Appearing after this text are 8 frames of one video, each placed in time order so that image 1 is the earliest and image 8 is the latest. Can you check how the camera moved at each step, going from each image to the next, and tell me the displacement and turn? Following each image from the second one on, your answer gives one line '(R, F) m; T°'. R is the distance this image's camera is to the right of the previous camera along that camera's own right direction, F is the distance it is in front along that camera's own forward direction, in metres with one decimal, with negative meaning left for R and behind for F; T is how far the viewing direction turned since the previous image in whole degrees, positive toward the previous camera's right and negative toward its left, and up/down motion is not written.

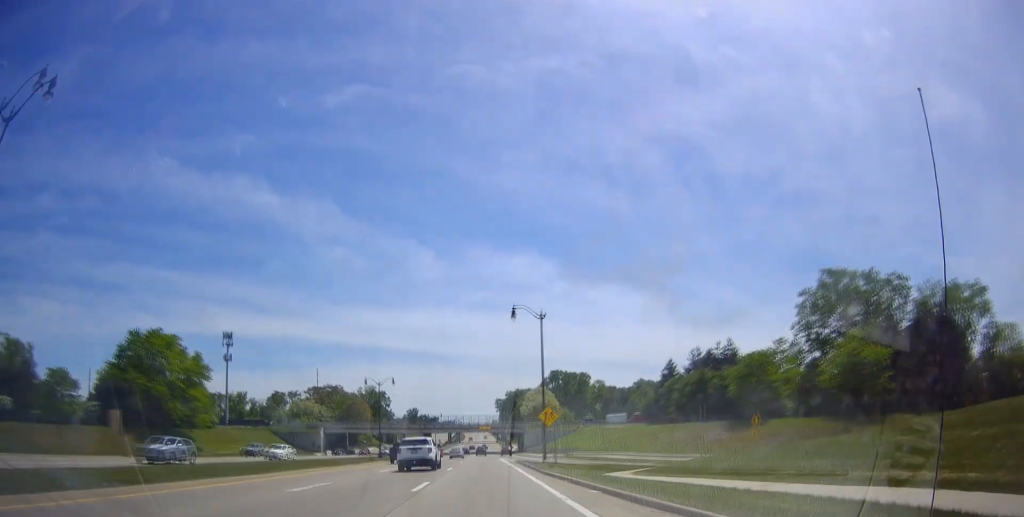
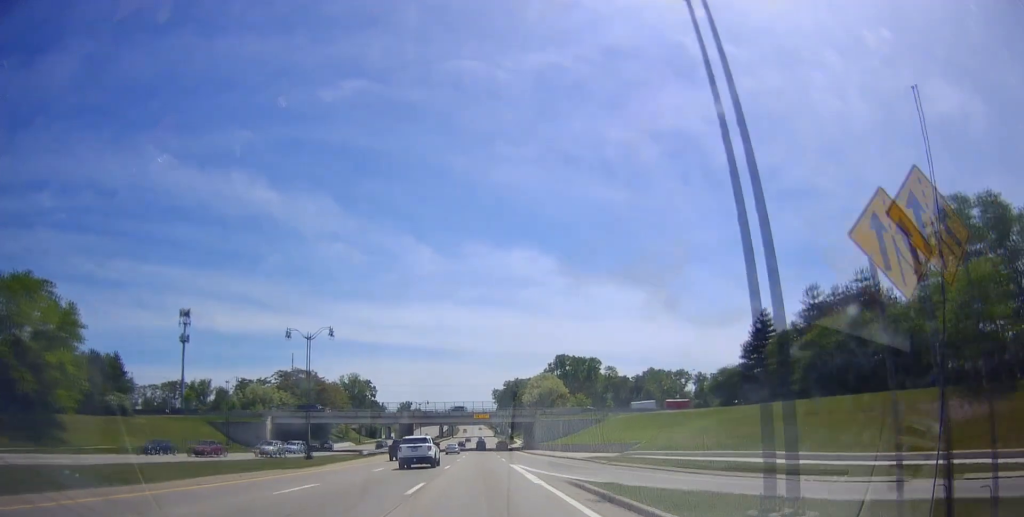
(+0.1, +32.9) m; +1°
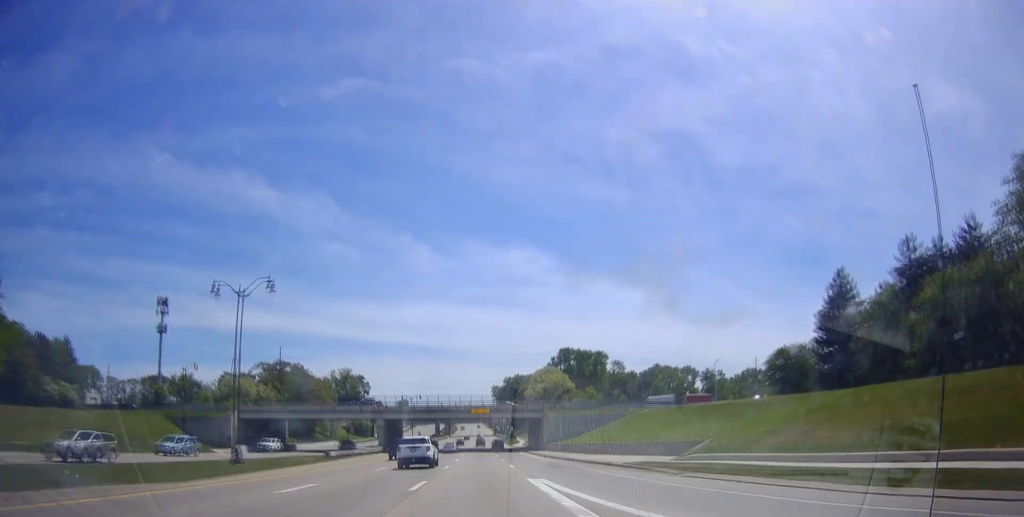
(+0.3, +15.0) m; +1°
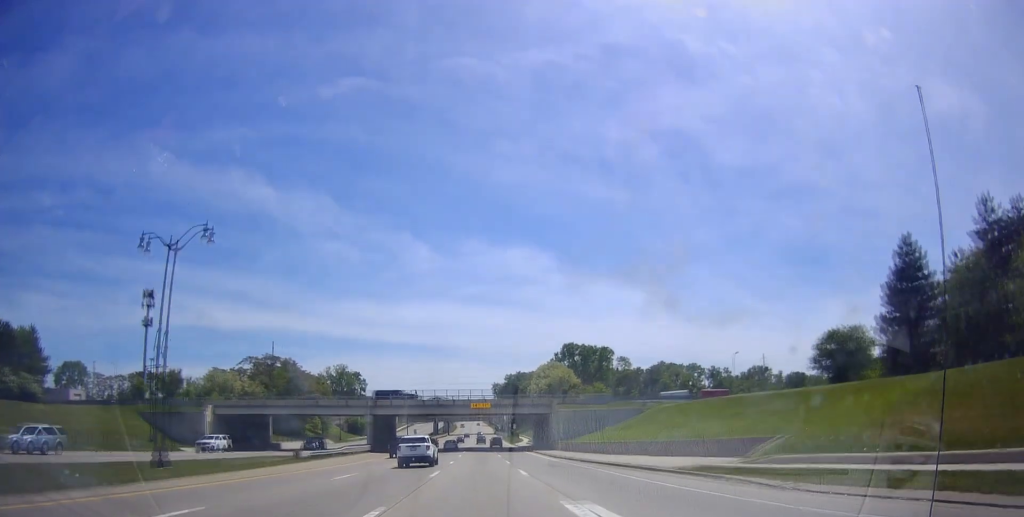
(-0.2, +9.3) m; 0°
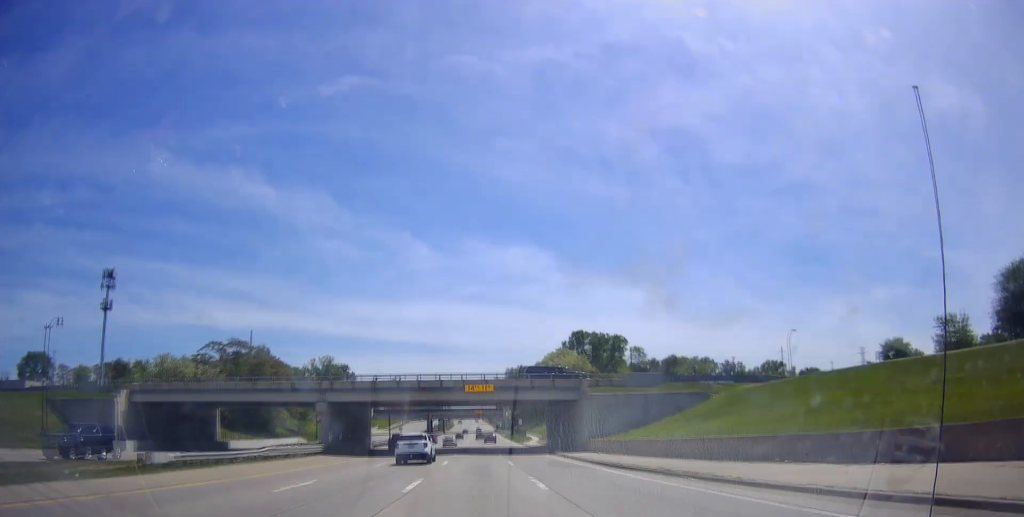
(+0.1, +22.3) m; -1°
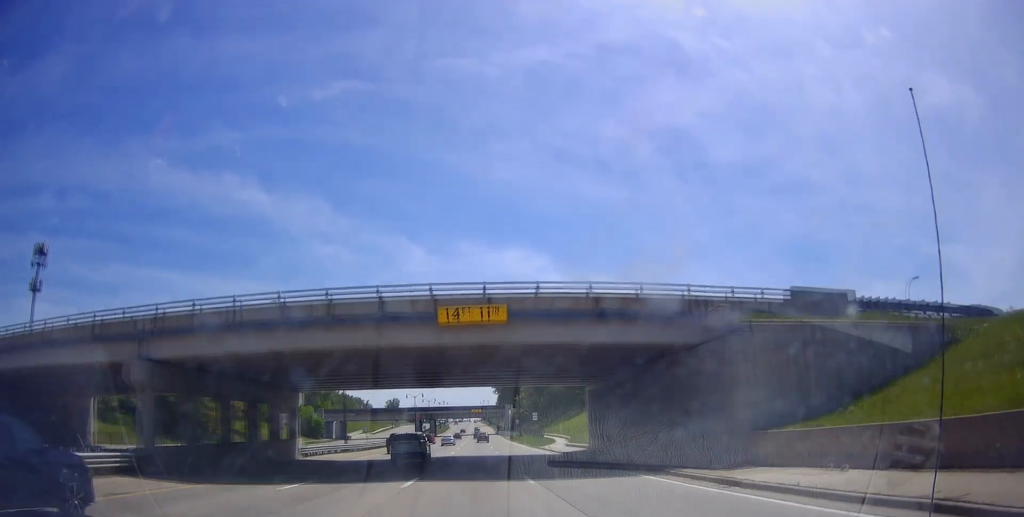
(-0.7, +30.9) m; 0°
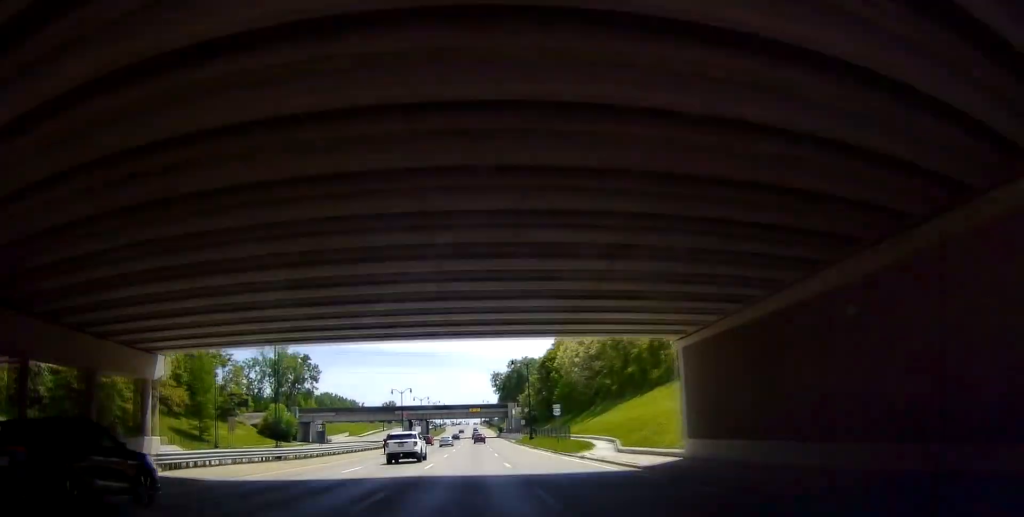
(+0.7, +22.0) m; +2°
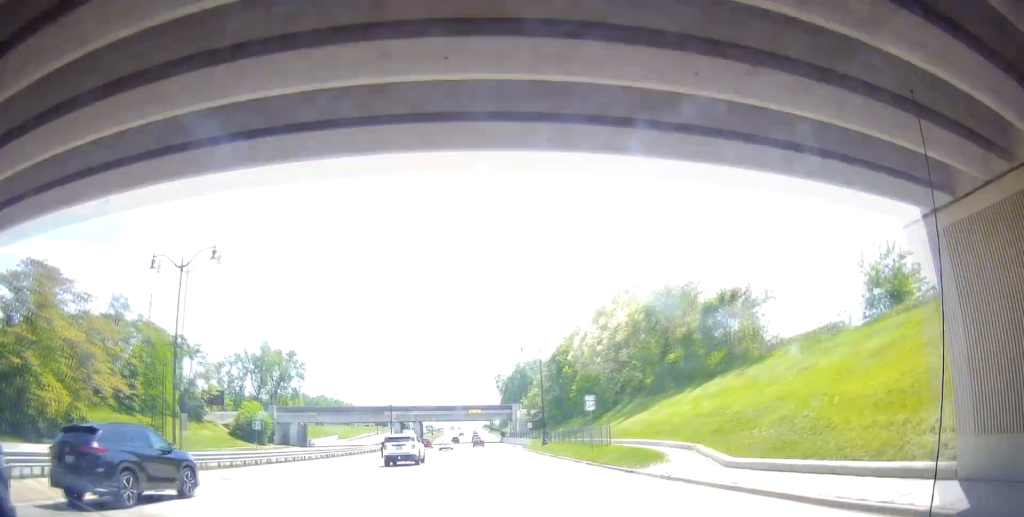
(0.0, +15.6) m; 0°
